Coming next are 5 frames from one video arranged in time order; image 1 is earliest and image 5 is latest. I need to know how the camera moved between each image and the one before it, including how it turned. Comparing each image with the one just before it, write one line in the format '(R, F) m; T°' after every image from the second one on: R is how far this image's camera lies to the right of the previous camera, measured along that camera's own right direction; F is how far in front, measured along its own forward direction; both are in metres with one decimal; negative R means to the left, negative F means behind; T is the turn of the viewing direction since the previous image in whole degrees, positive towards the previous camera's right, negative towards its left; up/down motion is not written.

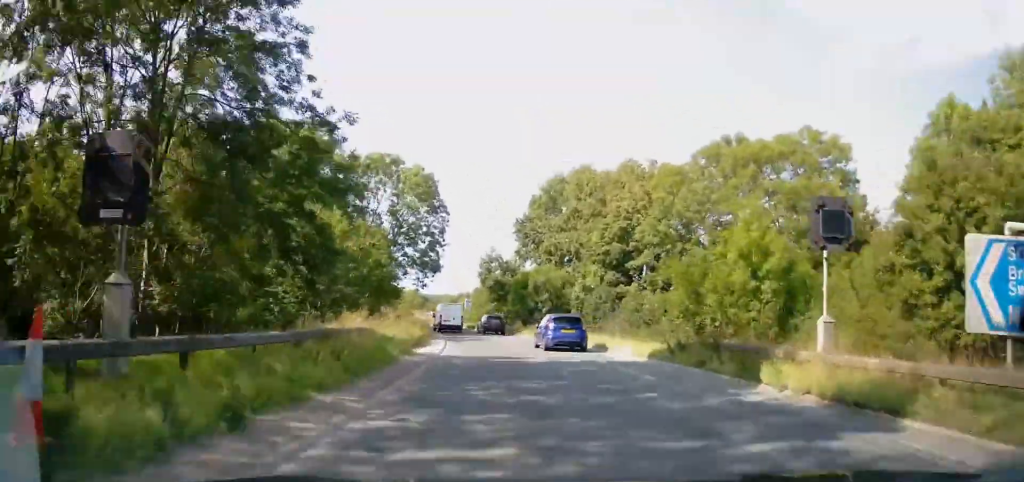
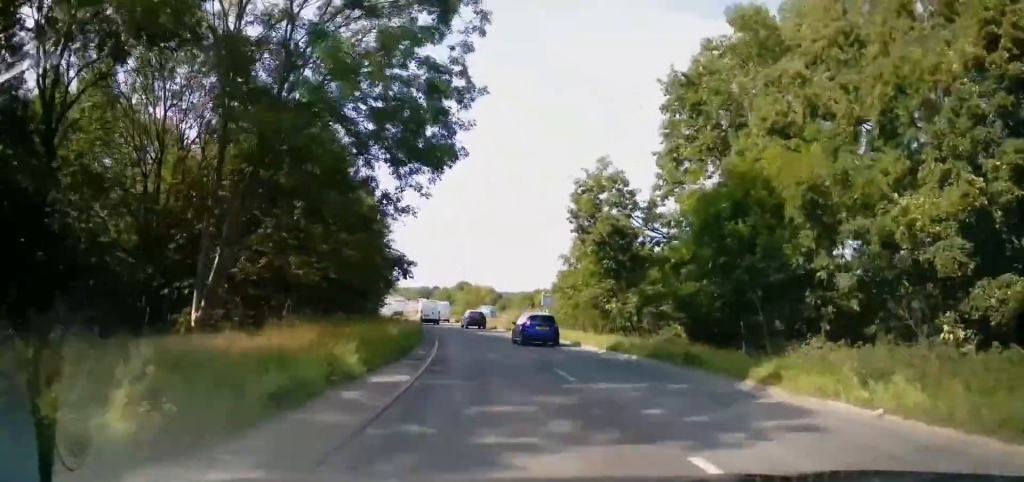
(-1.1, +37.7) m; -5°
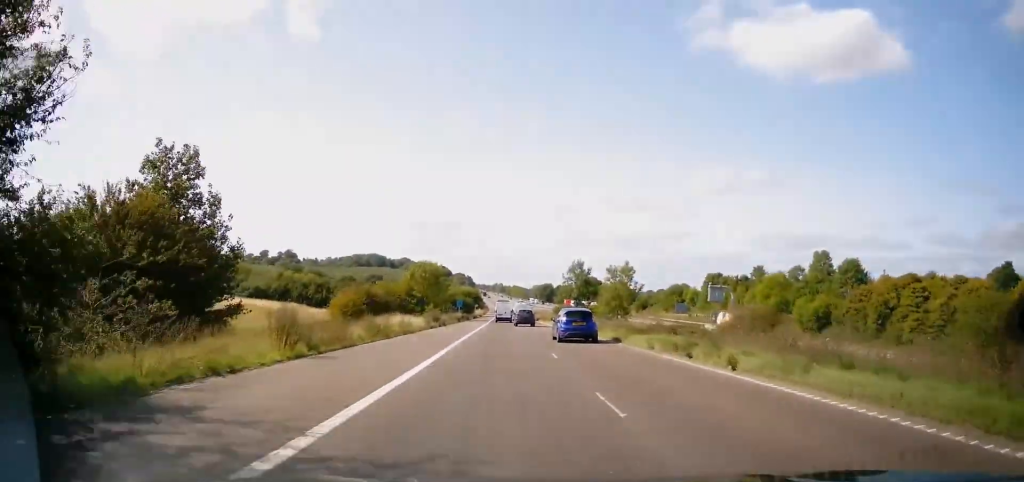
(-4.9, +55.4) m; -11°
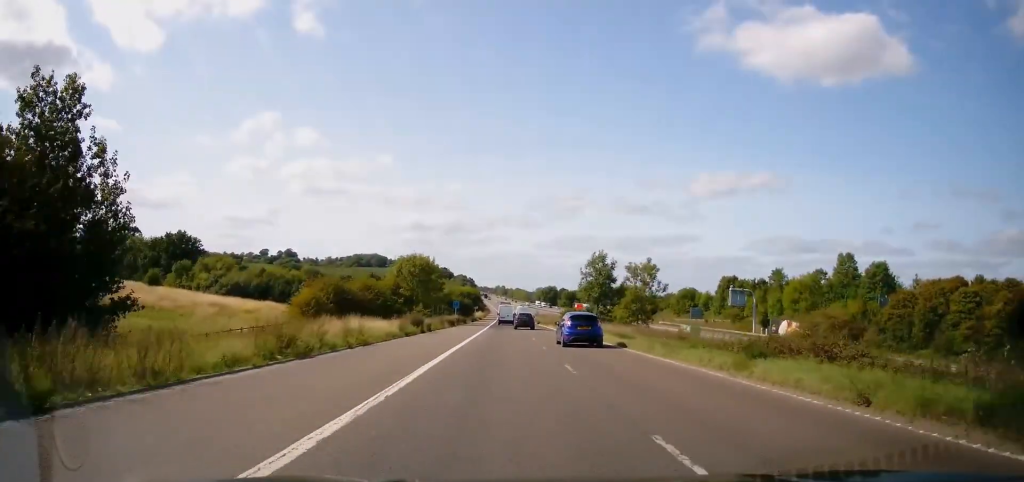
(-0.4, +9.9) m; -1°
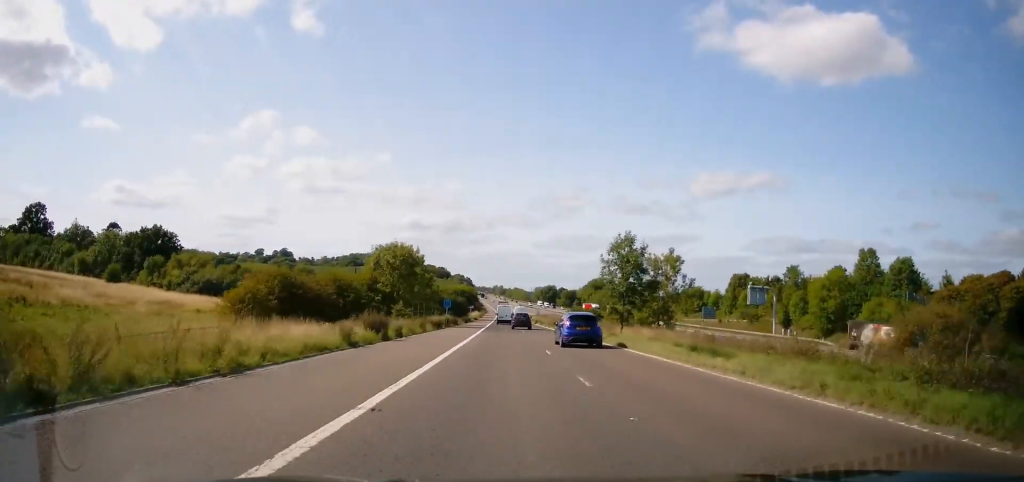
(+0.1, +8.3) m; 0°
